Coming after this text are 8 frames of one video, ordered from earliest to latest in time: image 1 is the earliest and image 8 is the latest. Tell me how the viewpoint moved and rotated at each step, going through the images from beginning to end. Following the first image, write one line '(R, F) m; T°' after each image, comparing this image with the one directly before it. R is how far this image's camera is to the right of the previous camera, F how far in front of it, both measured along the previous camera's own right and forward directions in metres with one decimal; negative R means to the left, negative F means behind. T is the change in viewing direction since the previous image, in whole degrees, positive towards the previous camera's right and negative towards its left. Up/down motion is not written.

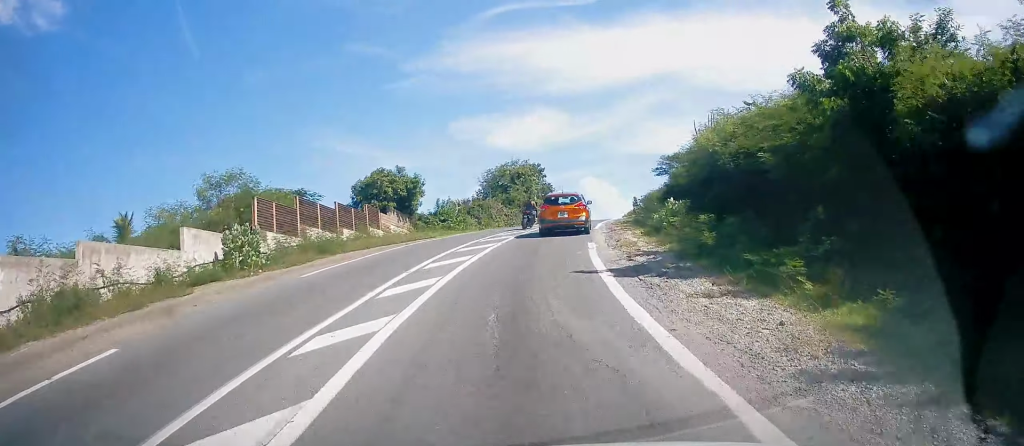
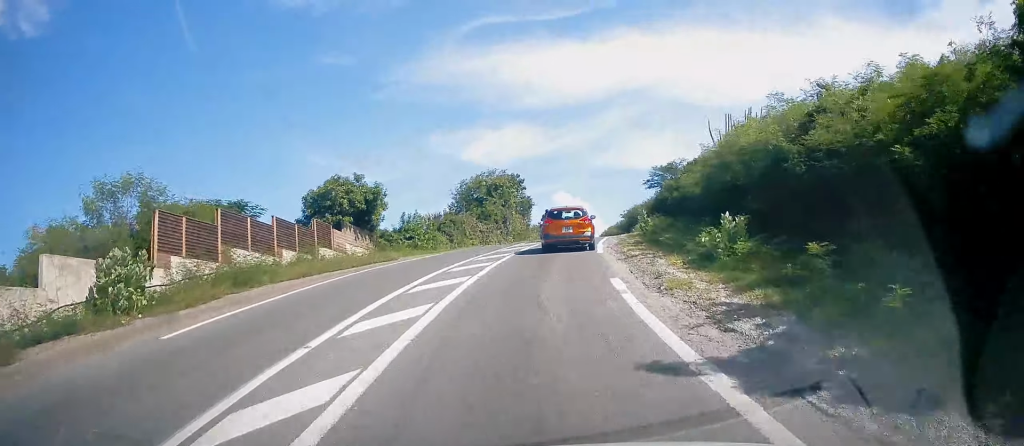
(+0.3, +5.9) m; +4°
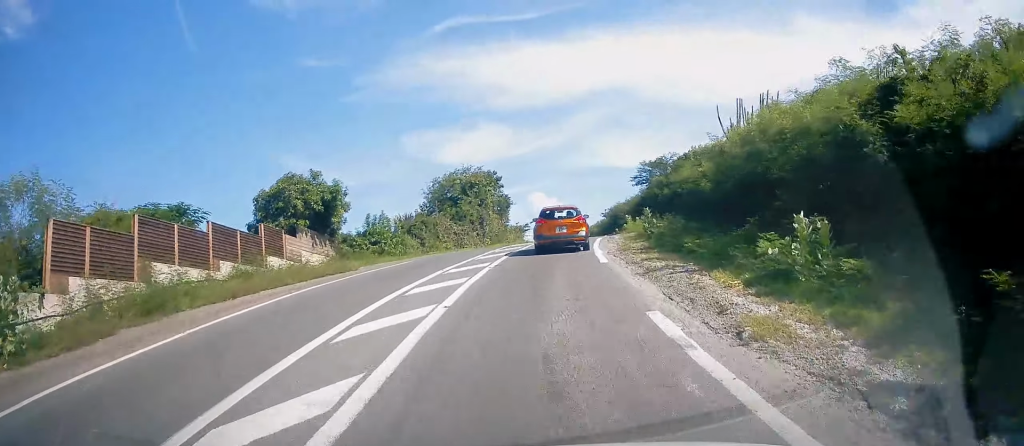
(0.0, +4.1) m; +2°
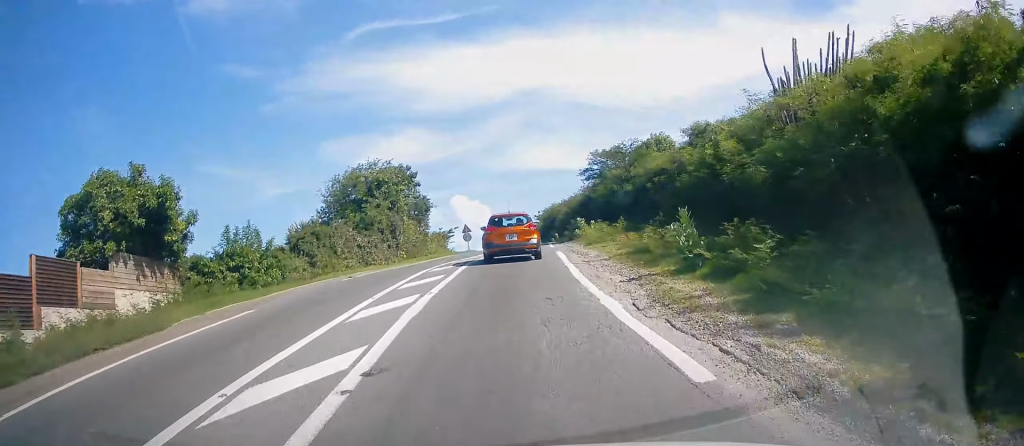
(+0.5, +10.2) m; +5°
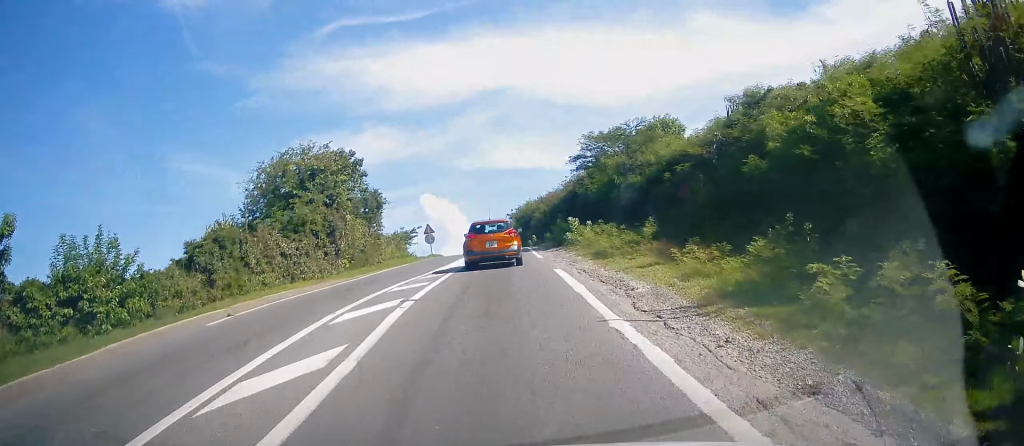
(+0.3, +8.6) m; +3°
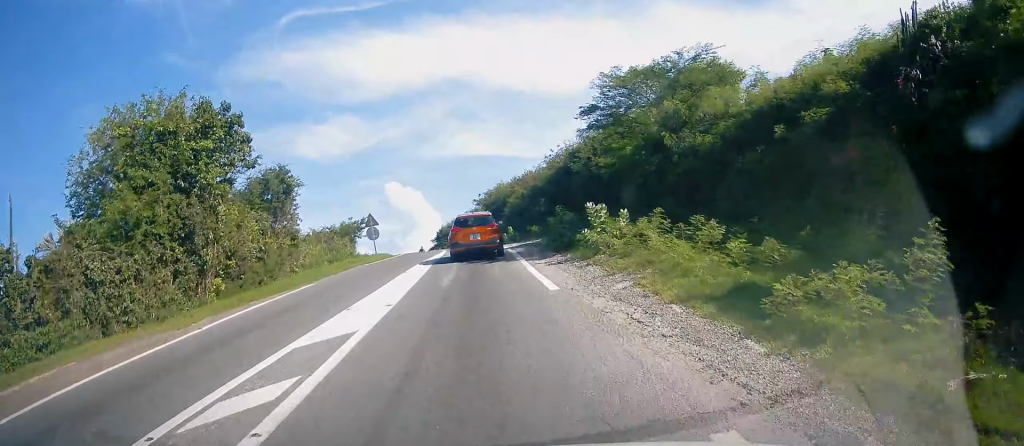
(+0.7, +12.2) m; +5°
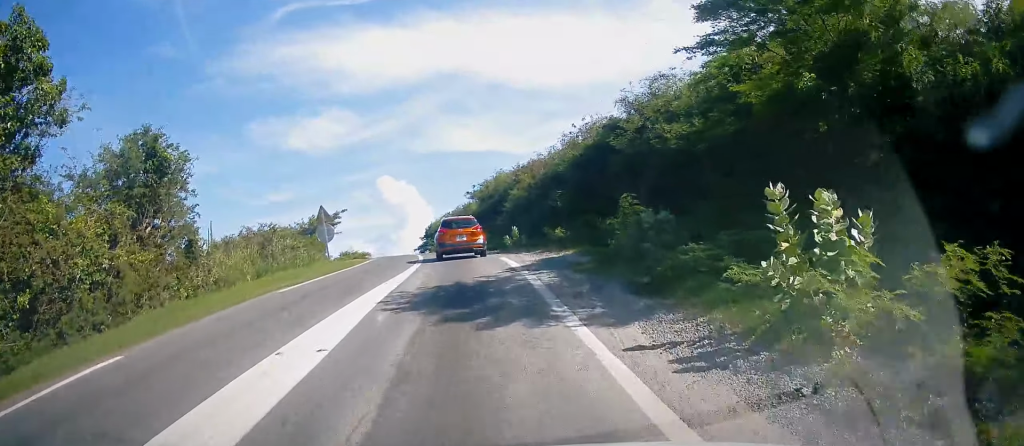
(-0.1, +10.7) m; -3°
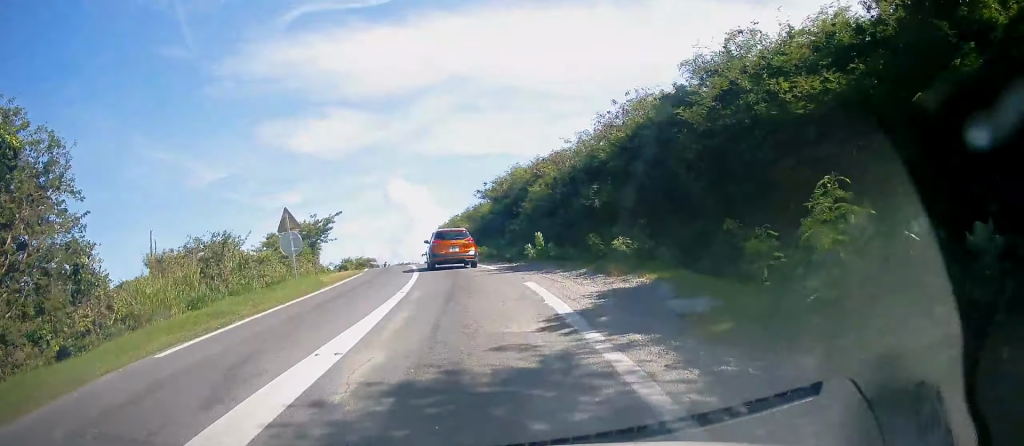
(-0.2, +6.6) m; +1°
